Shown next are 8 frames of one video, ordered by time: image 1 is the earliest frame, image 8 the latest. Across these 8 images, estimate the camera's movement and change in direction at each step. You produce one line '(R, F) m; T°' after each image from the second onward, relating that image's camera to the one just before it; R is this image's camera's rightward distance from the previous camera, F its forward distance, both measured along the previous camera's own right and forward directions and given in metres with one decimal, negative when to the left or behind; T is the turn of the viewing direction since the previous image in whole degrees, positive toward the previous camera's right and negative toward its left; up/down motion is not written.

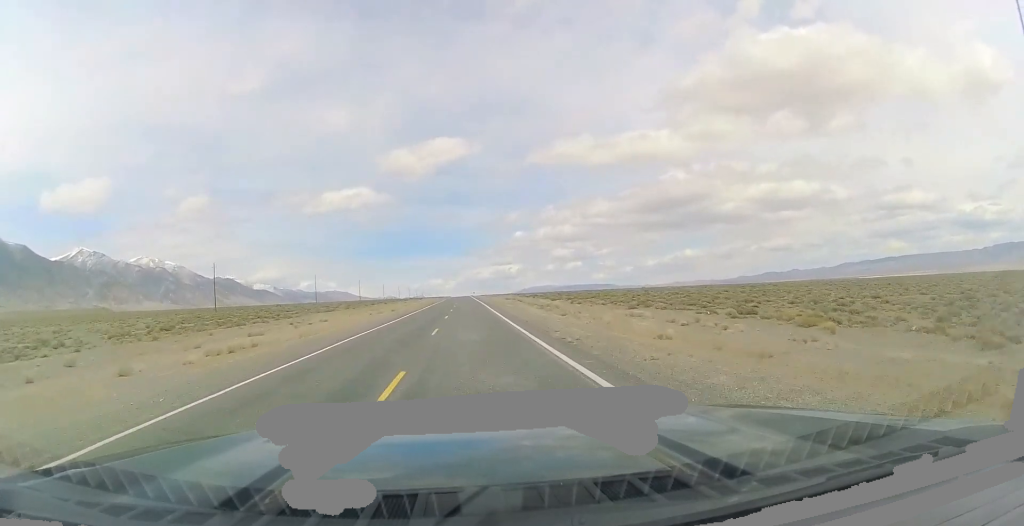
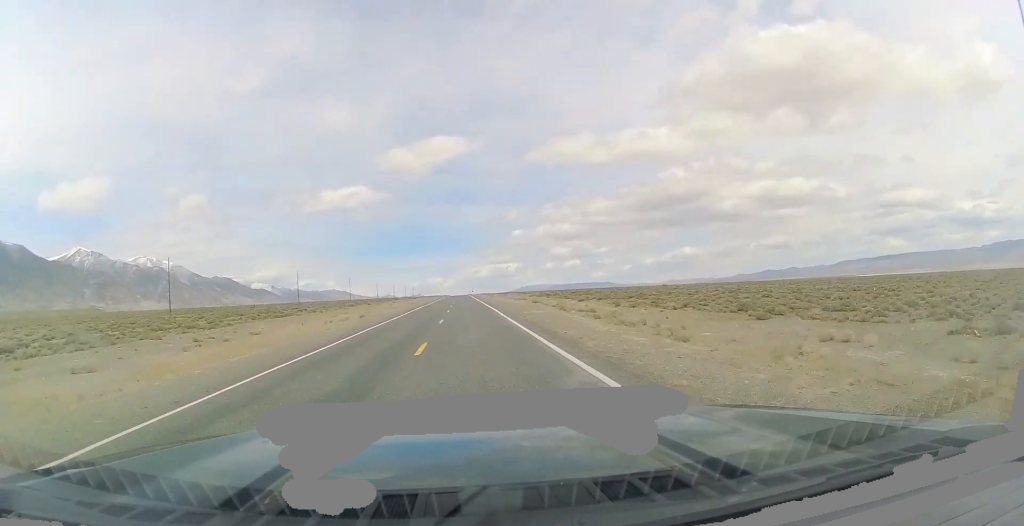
(0.0, +21.3) m; 0°
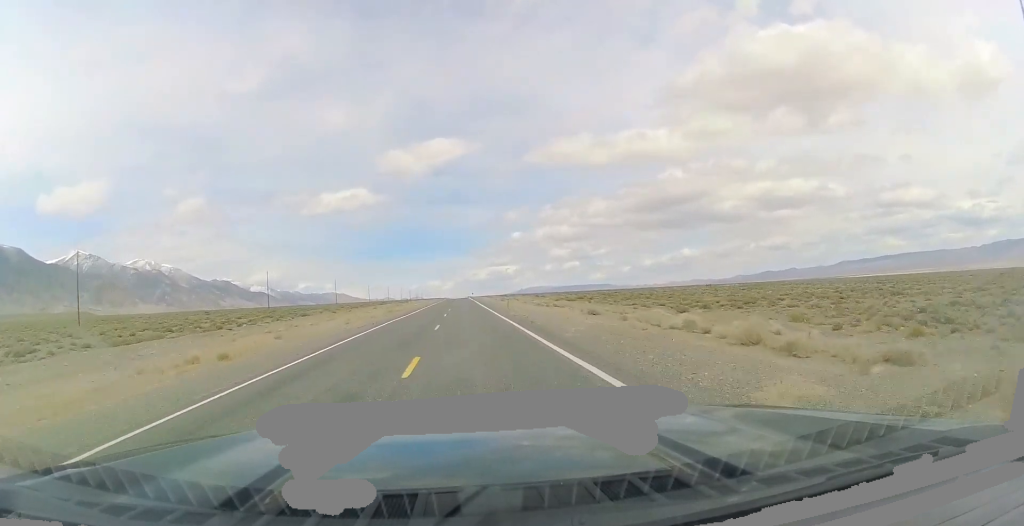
(0.0, +30.7) m; 0°
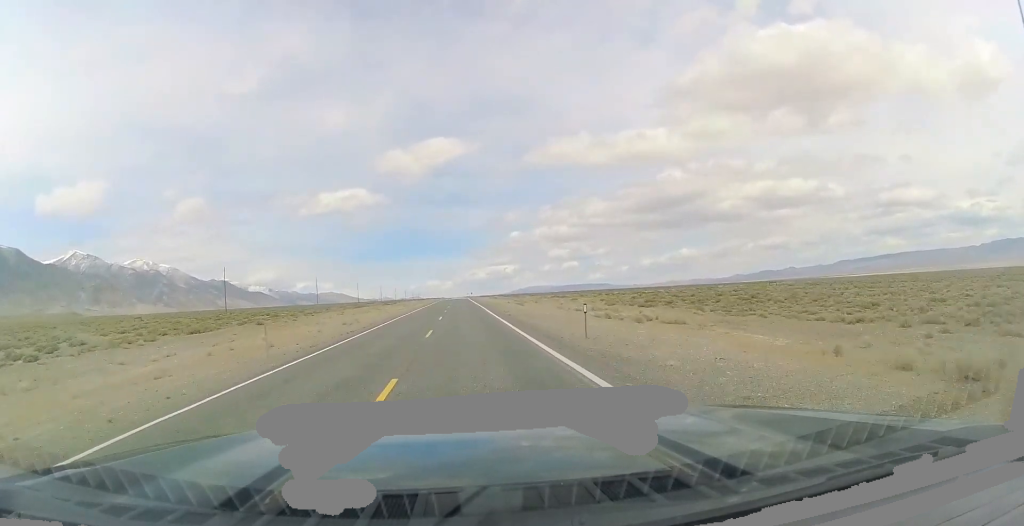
(0.0, +30.7) m; 0°
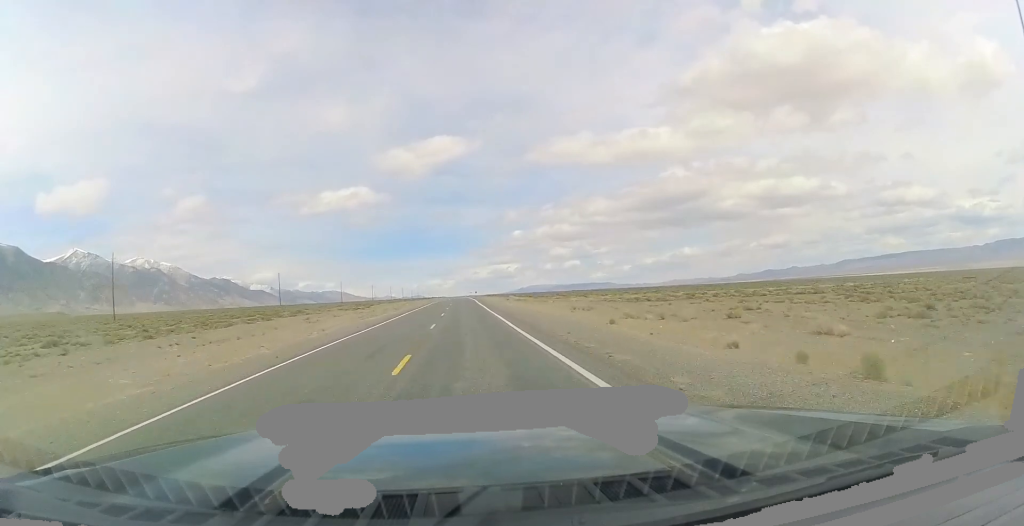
(-0.3, +50.5) m; -1°
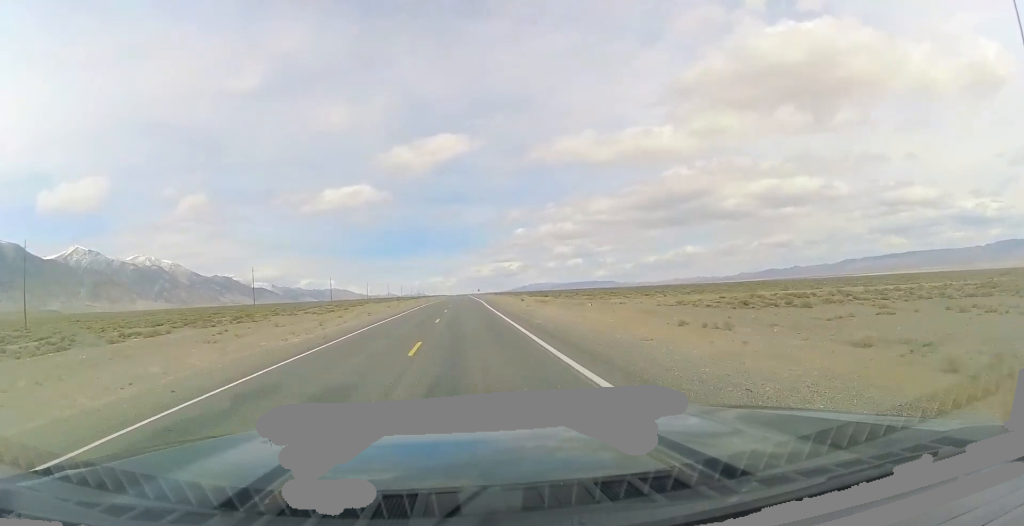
(-0.1, +24.4) m; 0°
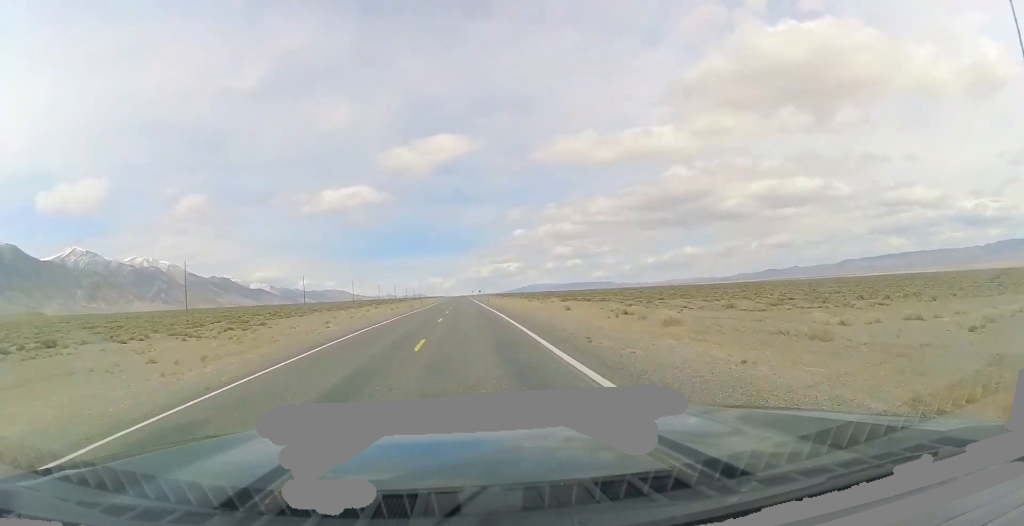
(+0.1, +40.0) m; +1°
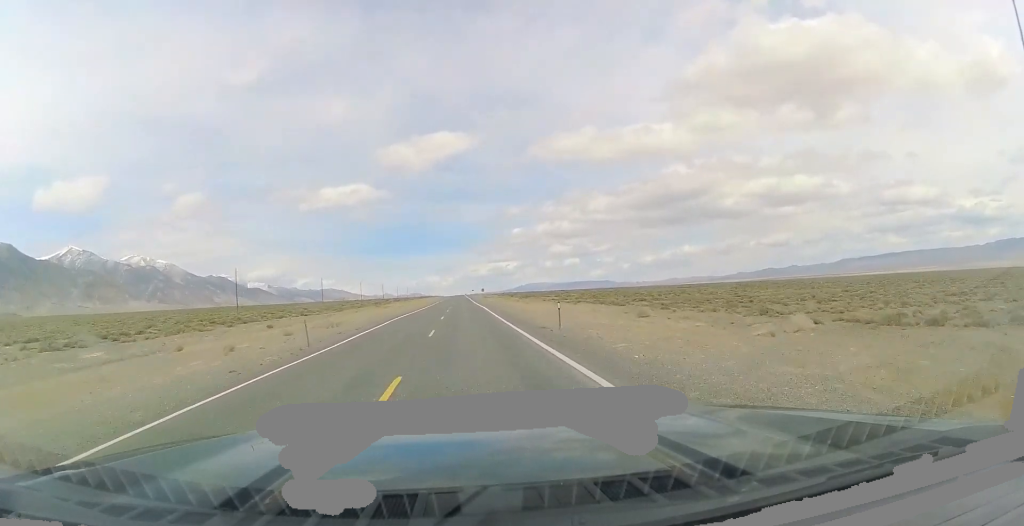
(+0.7, +61.7) m; +1°
